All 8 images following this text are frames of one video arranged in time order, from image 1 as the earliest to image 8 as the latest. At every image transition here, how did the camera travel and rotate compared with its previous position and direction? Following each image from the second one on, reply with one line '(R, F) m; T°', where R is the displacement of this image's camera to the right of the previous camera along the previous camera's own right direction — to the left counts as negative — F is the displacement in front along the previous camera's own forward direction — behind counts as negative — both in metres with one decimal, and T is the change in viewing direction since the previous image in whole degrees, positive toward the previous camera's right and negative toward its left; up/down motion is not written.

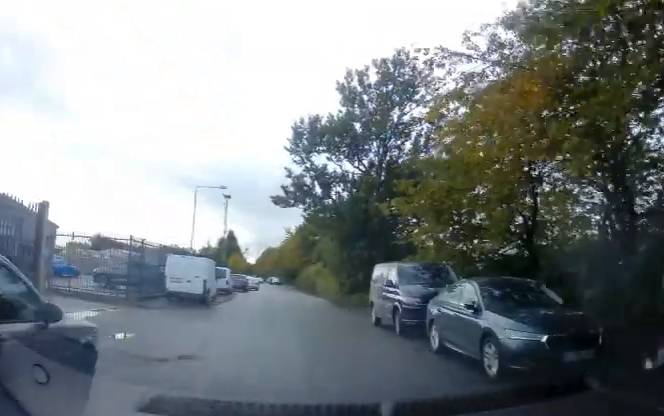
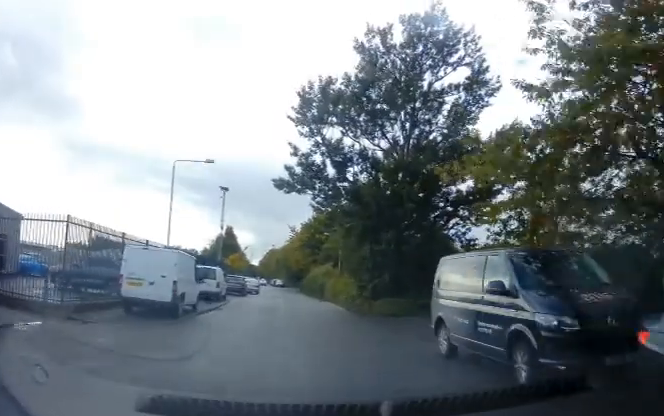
(0.0, +6.2) m; 0°
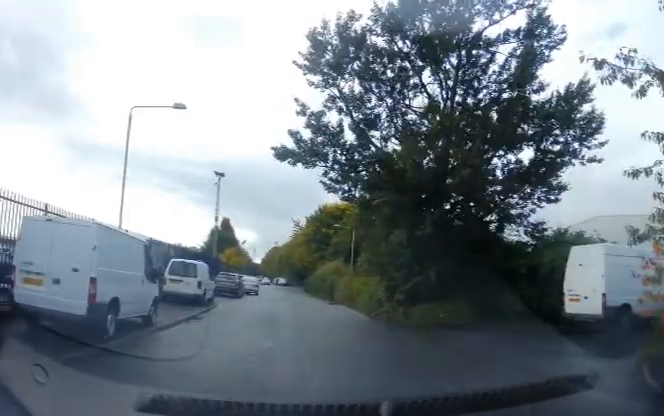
(0.0, +6.2) m; 0°
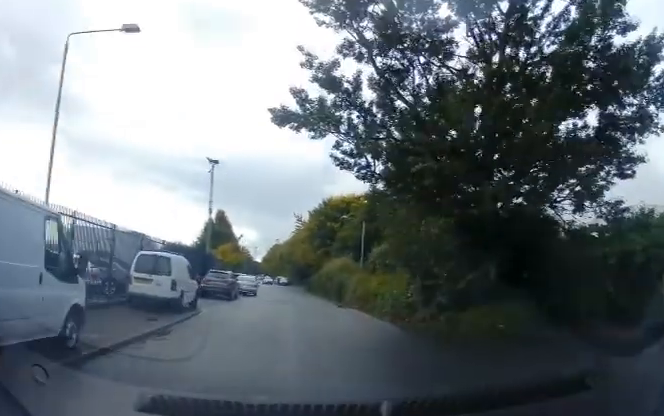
(0.0, +4.6) m; 0°
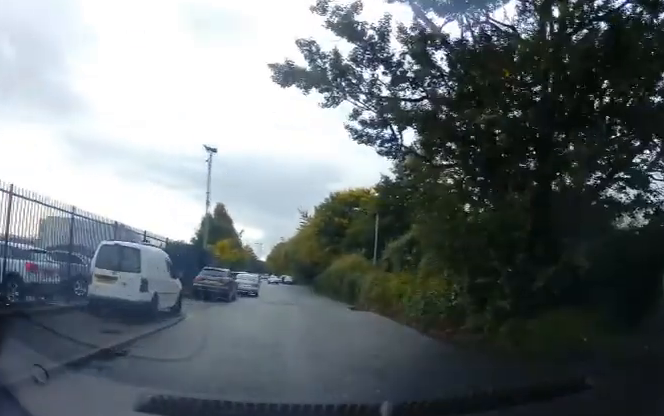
(-0.1, +3.5) m; -1°
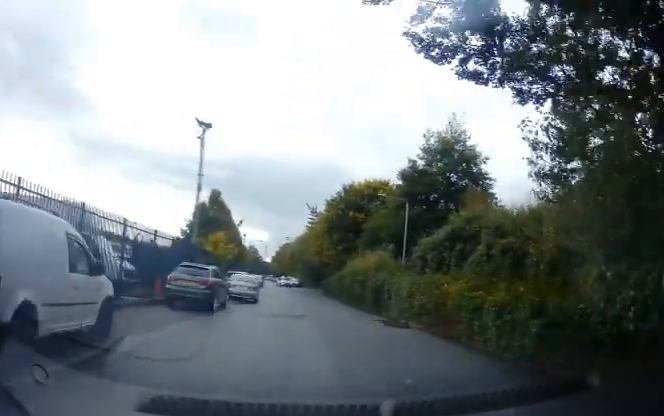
(0.0, +6.3) m; 0°
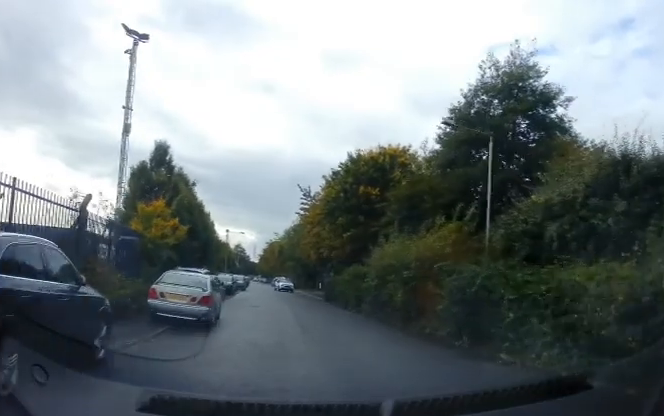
(-0.3, +12.3) m; -2°
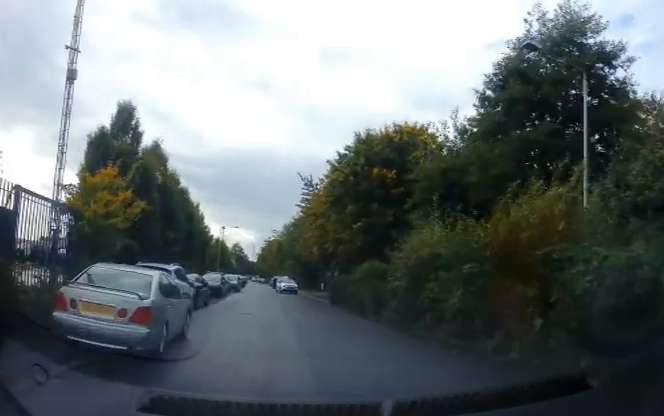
(+0.1, +5.2) m; +3°
